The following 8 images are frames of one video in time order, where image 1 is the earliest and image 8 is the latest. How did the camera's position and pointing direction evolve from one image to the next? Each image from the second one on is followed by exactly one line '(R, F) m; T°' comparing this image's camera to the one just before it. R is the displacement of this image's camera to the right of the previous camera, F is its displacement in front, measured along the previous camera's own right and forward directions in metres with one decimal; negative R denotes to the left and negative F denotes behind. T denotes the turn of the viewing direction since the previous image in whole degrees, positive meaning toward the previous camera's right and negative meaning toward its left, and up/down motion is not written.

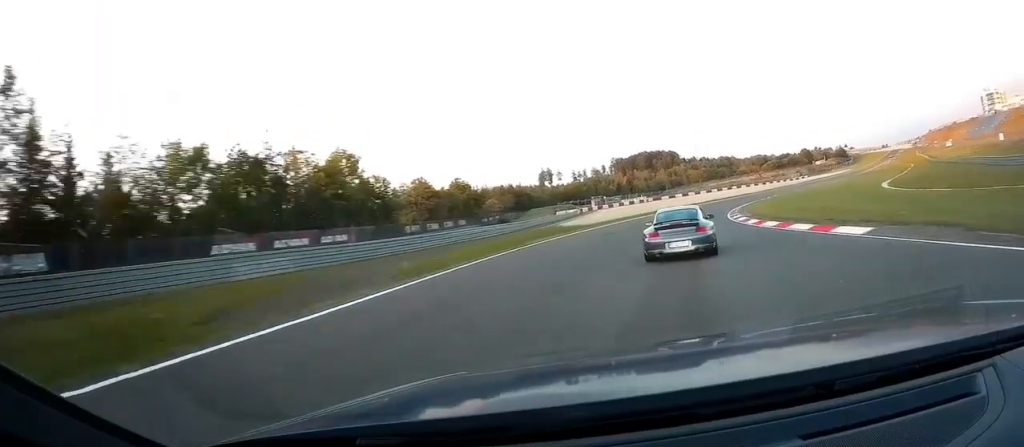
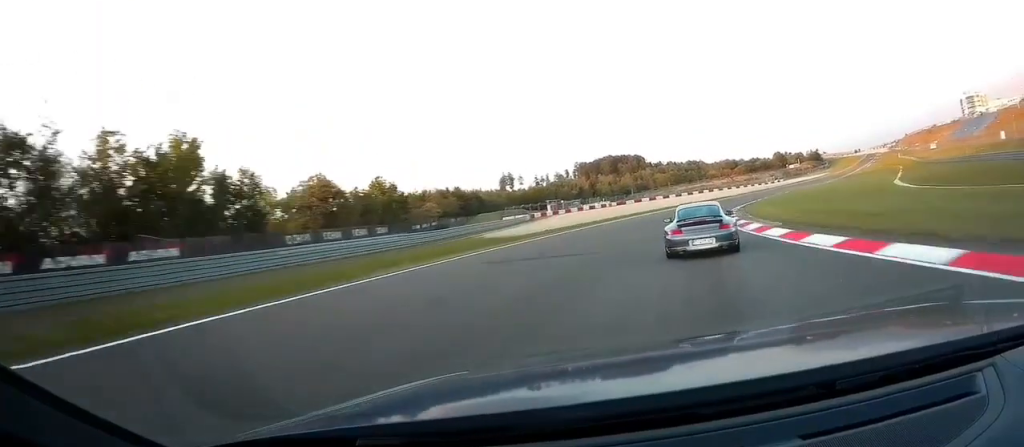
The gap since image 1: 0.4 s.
(+0.5, +18.3) m; +2°
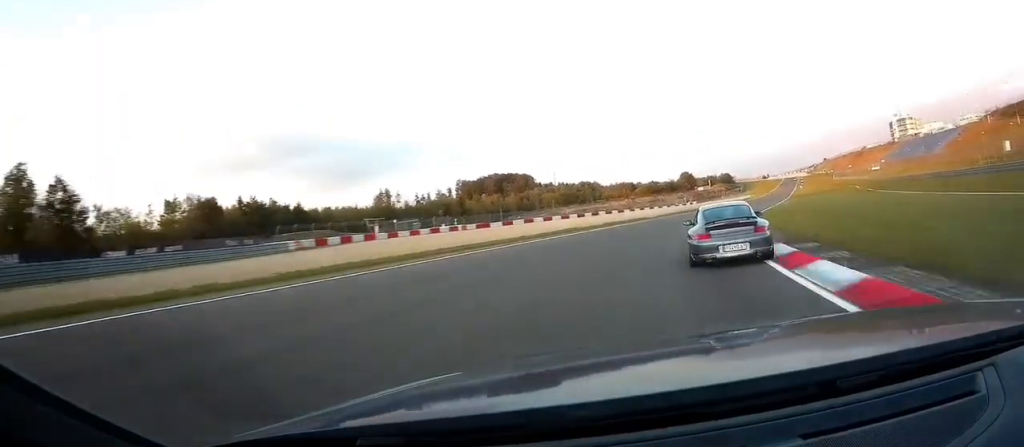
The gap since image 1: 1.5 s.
(+2.0, +46.4) m; +5°
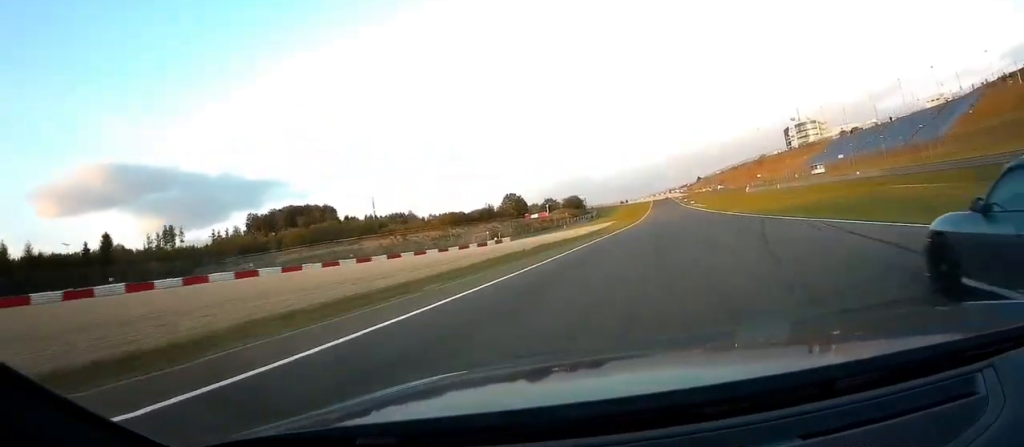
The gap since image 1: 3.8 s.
(+15.6, +113.1) m; +18°
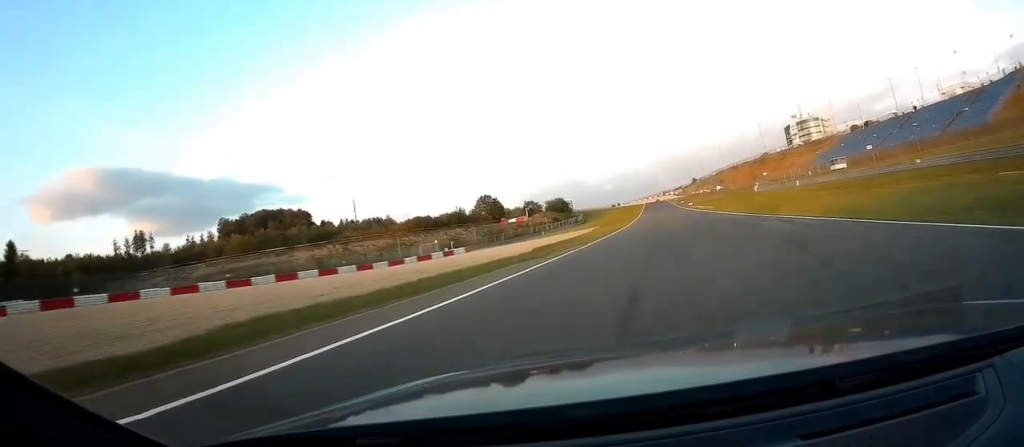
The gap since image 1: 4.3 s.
(+1.1, +31.2) m; +5°
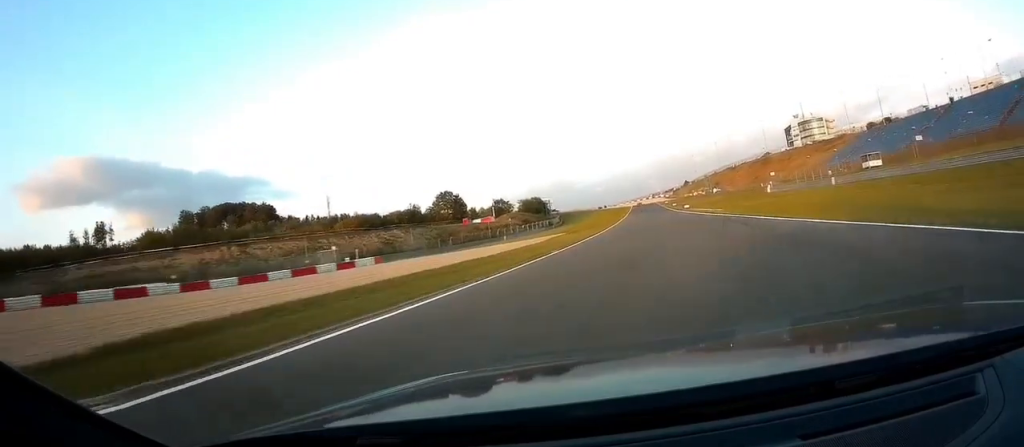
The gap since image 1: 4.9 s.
(+1.5, +37.7) m; +5°
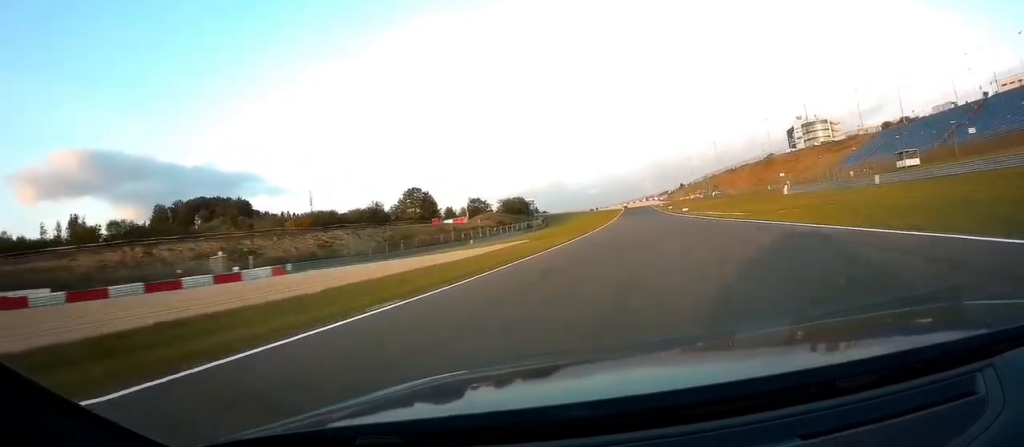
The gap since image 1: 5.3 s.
(+0.7, +24.1) m; +3°
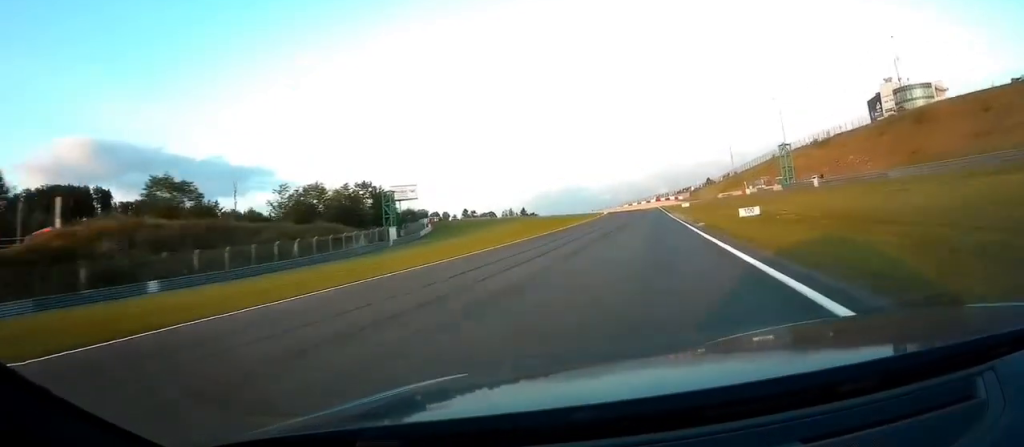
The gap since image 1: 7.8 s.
(+10.7, +122.6) m; +3°
